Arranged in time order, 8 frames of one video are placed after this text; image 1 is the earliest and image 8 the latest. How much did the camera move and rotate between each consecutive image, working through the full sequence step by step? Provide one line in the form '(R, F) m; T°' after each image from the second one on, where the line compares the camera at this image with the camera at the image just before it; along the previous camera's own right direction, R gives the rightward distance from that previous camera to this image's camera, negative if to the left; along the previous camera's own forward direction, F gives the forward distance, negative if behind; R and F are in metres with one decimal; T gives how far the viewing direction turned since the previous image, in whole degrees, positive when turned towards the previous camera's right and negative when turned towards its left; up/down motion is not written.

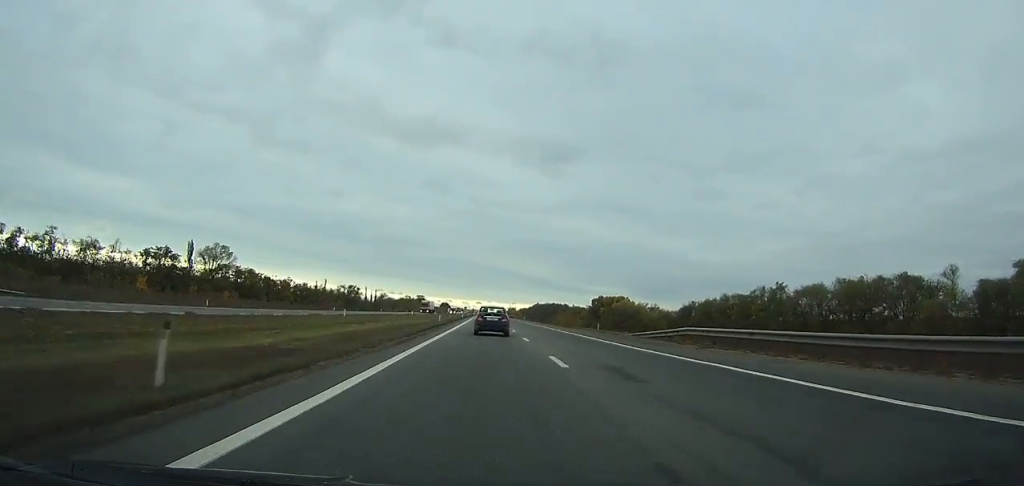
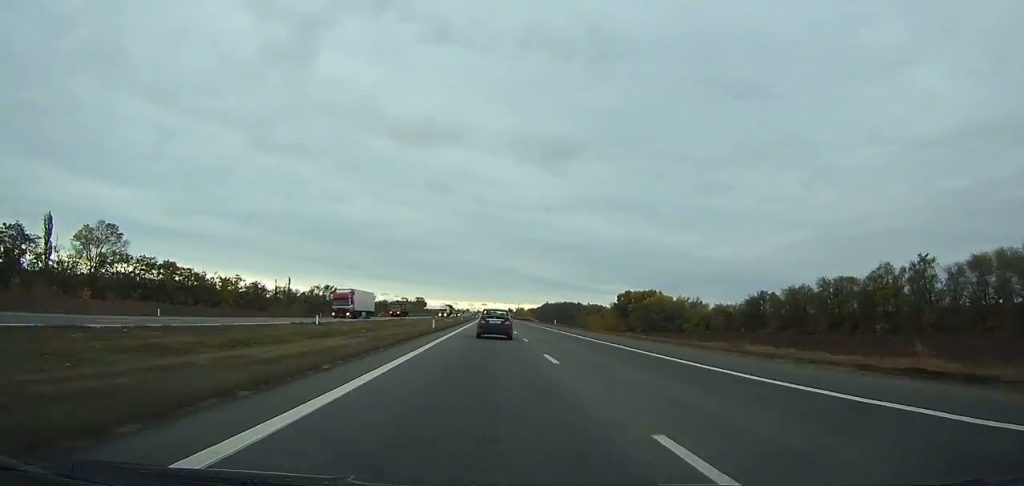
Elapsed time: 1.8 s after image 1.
(-0.6, +57.8) m; -1°
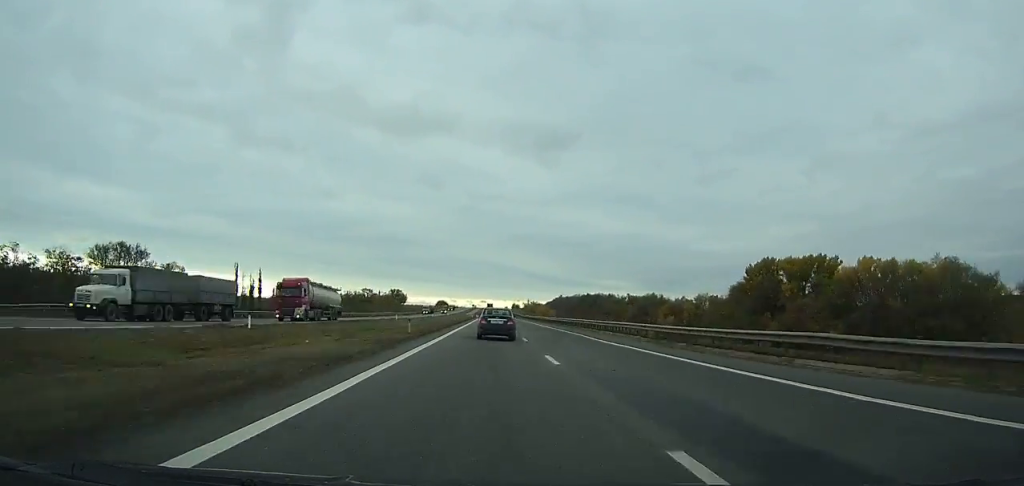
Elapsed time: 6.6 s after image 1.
(-2.0, +165.6) m; -1°
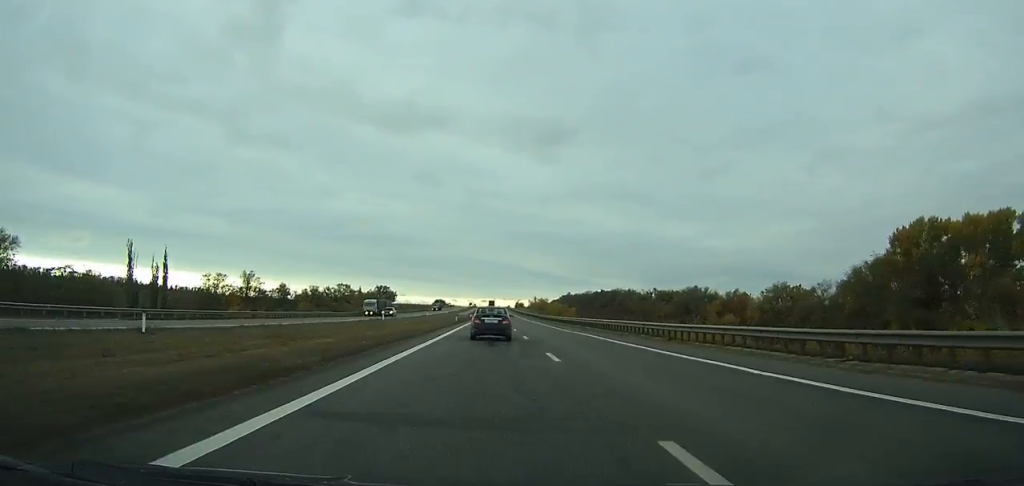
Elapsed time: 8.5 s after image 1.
(-0.1, +65.6) m; 0°
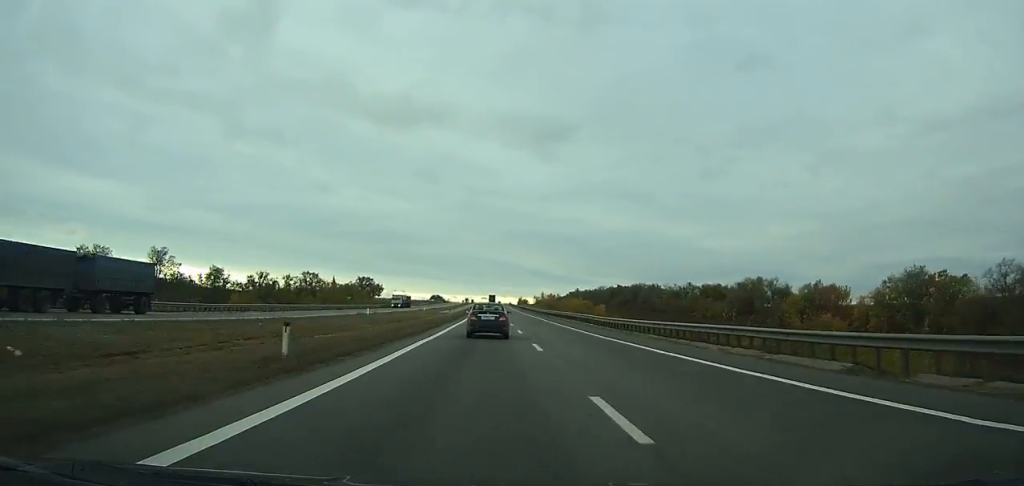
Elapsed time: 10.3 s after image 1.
(0.0, +61.2) m; 0°
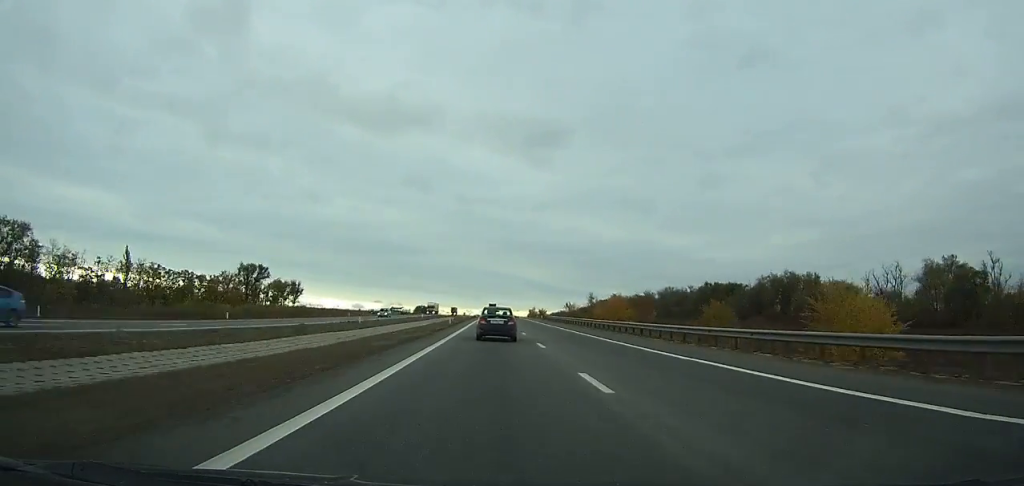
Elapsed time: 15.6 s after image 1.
(+0.5, +169.2) m; 0°
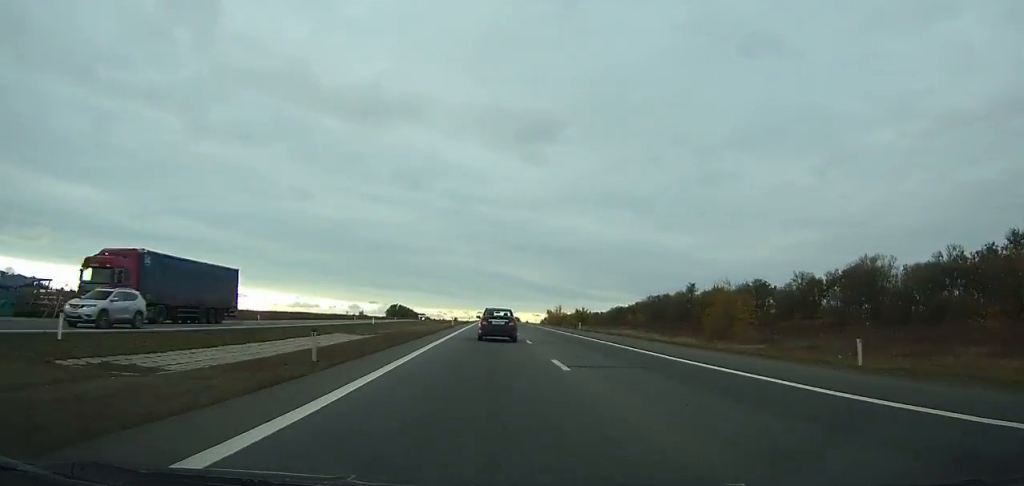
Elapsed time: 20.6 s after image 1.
(+0.5, +149.7) m; 0°
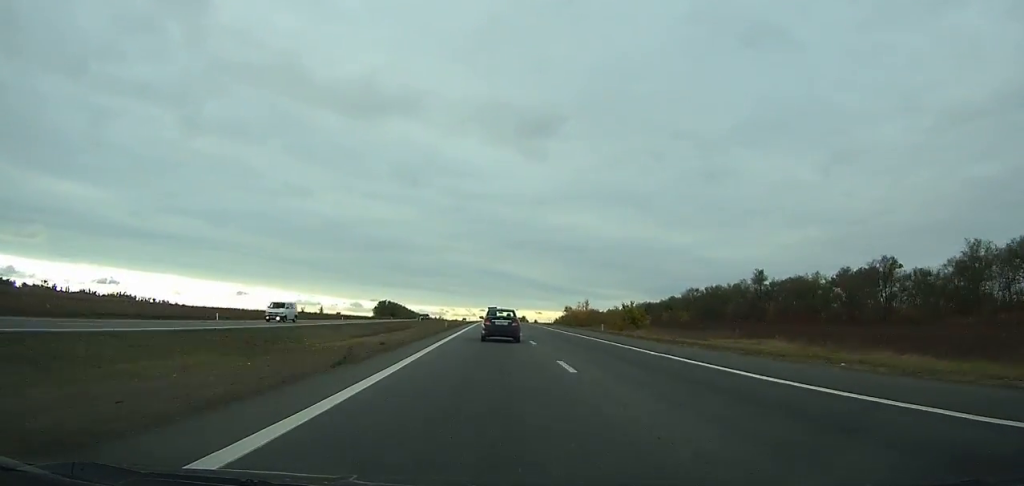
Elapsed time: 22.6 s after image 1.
(0.0, +58.9) m; 0°
